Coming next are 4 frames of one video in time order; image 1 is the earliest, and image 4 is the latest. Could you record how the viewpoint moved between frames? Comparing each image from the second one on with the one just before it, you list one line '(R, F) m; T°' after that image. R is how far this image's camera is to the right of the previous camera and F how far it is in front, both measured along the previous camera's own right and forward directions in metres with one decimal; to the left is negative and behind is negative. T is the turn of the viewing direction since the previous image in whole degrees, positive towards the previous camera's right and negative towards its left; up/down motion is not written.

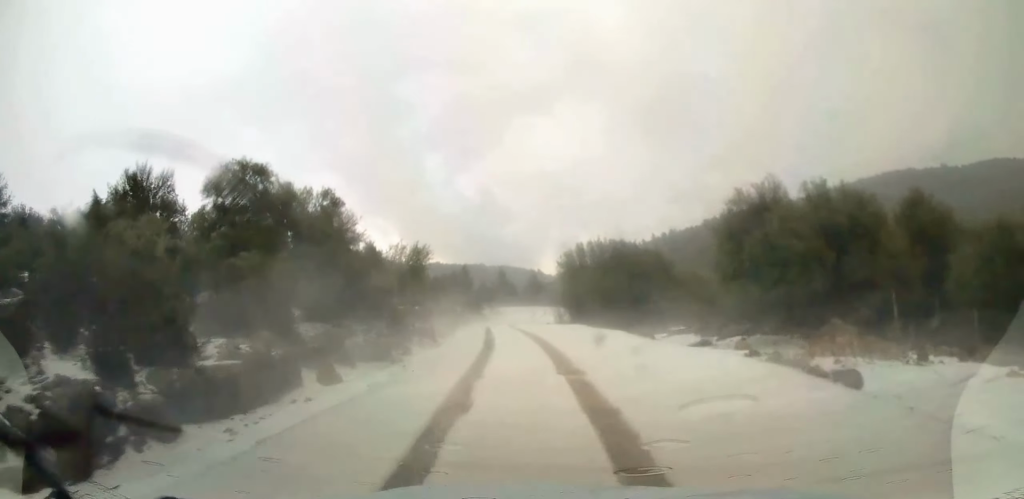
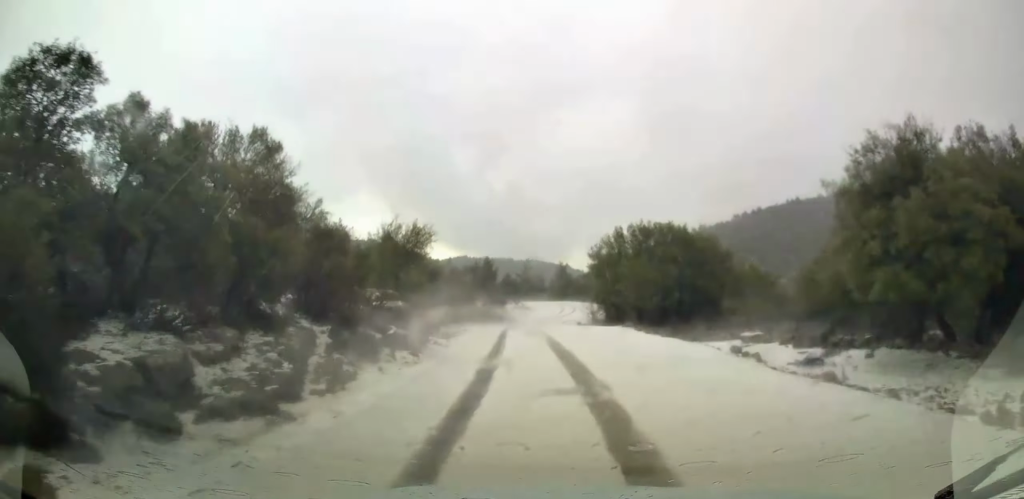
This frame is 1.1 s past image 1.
(-0.3, +9.8) m; -2°
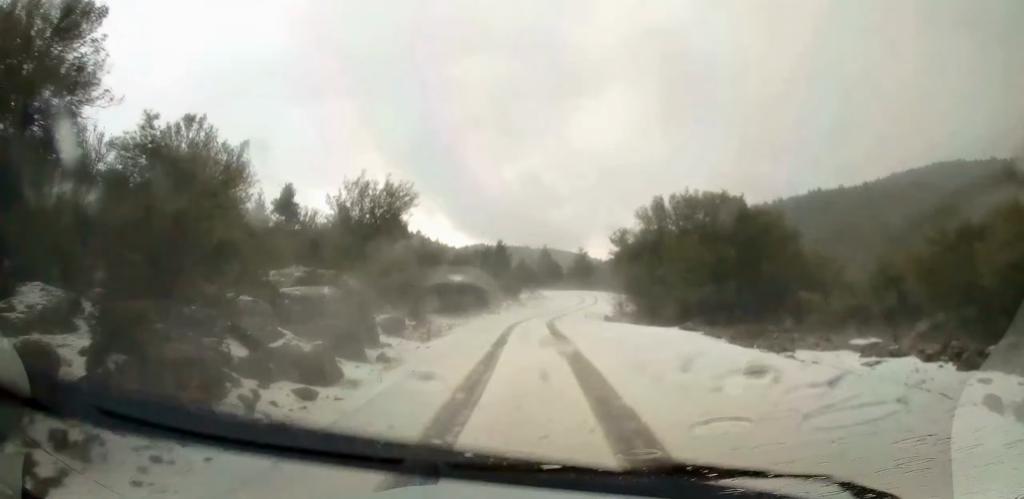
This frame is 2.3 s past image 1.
(-0.1, +10.1) m; -1°
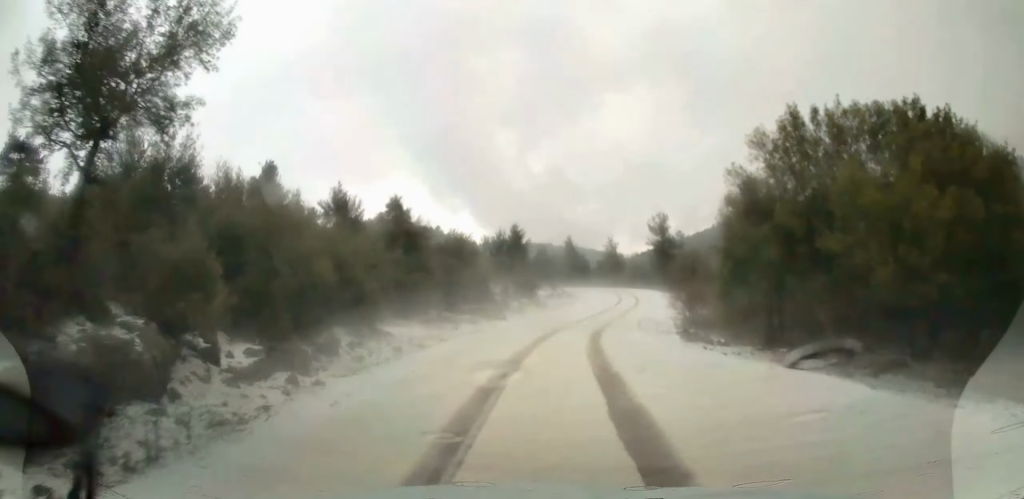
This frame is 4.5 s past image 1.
(+0.3, +18.7) m; +2°
